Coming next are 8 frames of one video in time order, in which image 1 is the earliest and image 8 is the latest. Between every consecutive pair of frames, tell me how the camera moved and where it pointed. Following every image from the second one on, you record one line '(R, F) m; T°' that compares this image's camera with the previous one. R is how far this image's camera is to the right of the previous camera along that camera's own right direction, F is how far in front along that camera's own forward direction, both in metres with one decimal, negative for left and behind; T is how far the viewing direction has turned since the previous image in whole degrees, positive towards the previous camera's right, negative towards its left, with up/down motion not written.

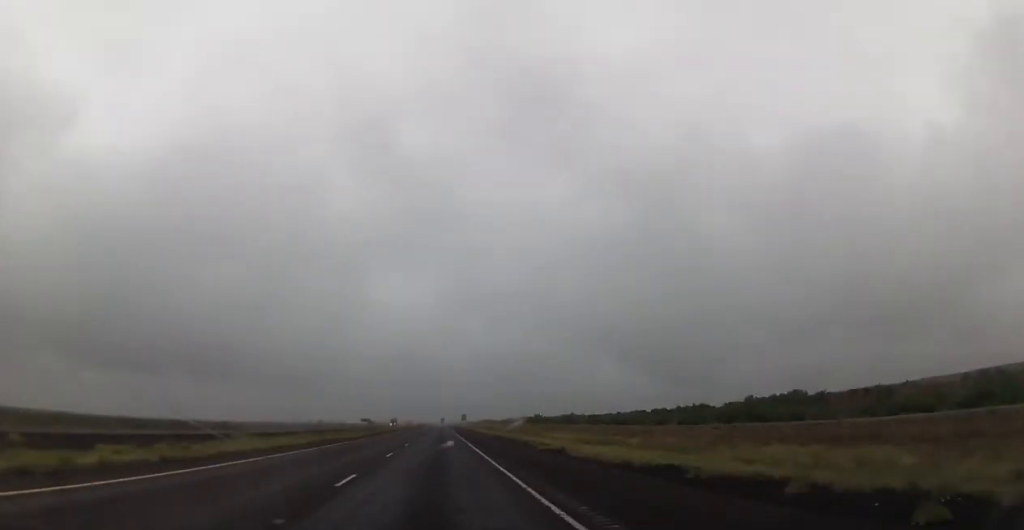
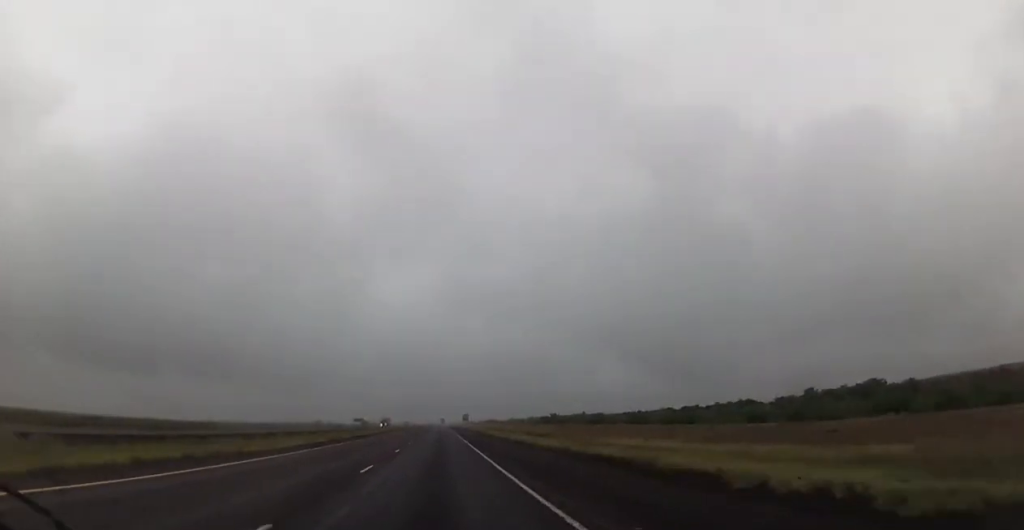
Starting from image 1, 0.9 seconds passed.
(0.0, +32.7) m; 0°
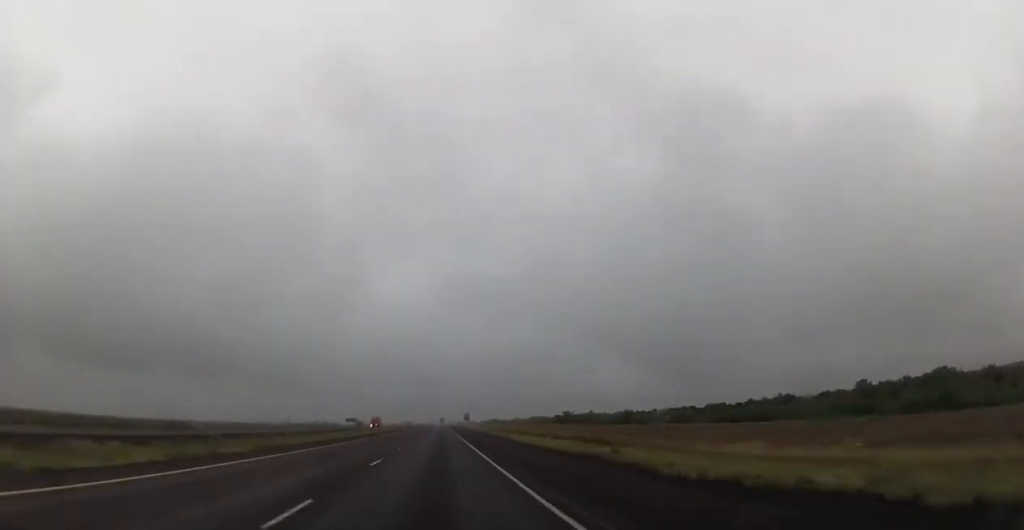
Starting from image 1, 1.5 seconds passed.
(0.0, +21.8) m; 0°
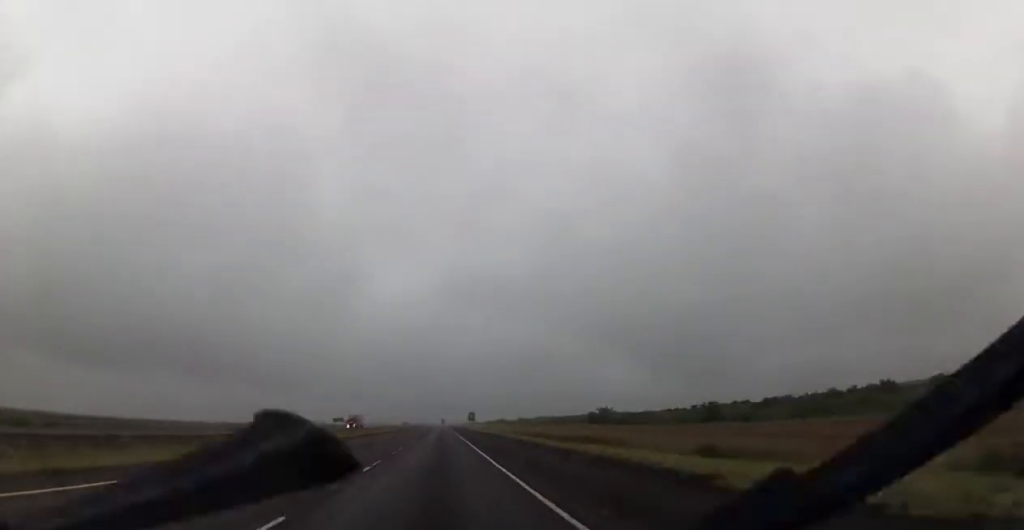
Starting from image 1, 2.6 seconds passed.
(-0.1, +38.7) m; 0°
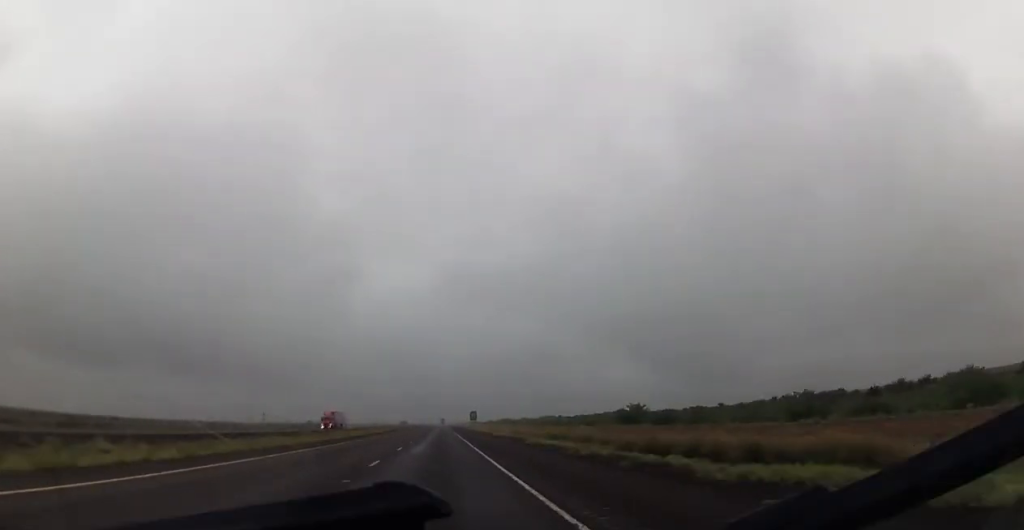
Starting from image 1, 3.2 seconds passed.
(-0.1, +23.0) m; 0°
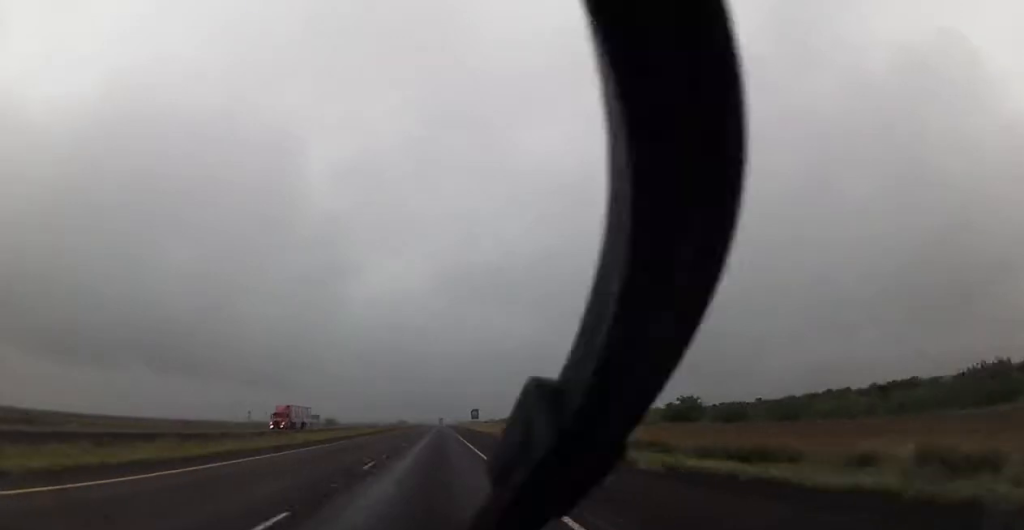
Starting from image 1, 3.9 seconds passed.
(0.0, +25.4) m; 0°
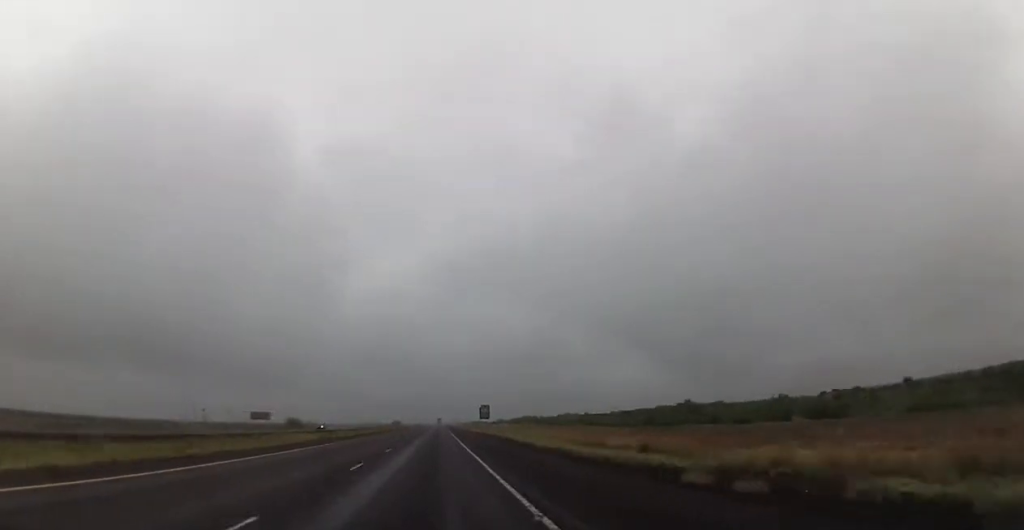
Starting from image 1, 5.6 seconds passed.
(+0.3, +61.6) m; +1°
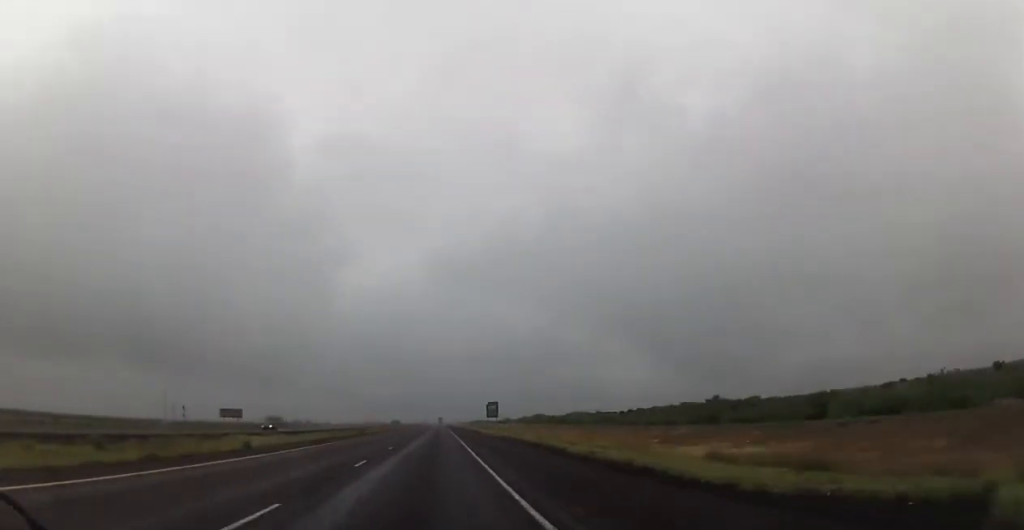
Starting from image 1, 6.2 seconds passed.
(+0.2, +22.9) m; 0°
